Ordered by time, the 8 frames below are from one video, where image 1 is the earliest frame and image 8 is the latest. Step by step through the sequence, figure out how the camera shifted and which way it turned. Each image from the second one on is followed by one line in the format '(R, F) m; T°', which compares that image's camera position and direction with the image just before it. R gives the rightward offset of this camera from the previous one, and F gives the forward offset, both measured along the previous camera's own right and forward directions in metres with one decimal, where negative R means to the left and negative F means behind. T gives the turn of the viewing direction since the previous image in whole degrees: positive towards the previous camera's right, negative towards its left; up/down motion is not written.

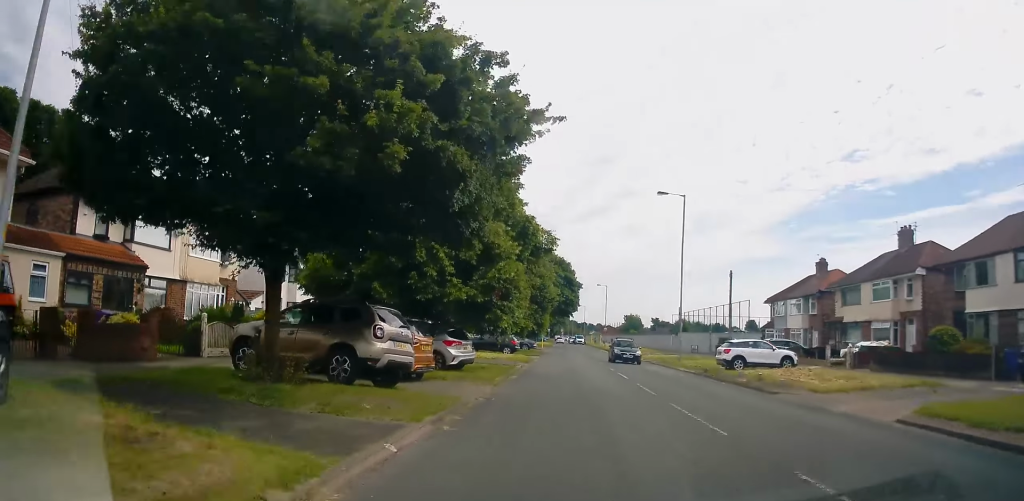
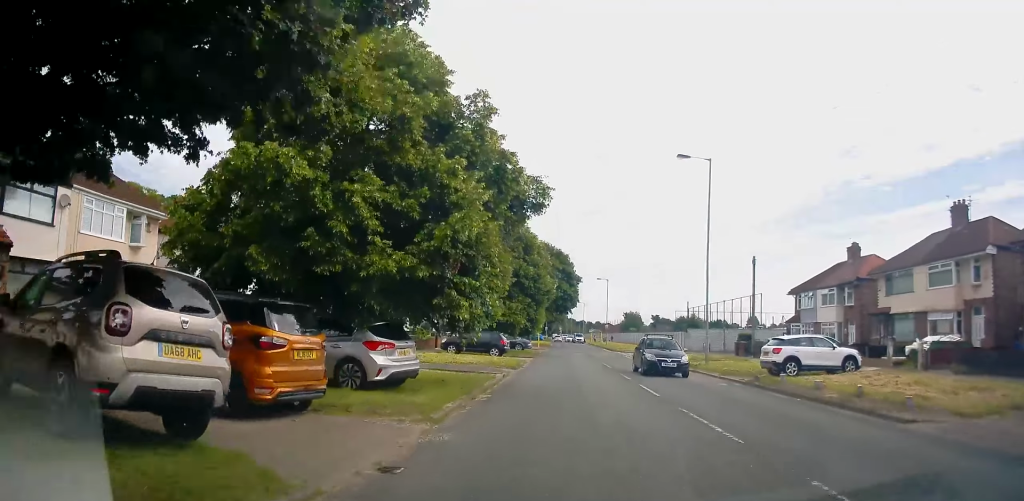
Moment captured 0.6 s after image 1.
(-0.1, +6.9) m; 0°
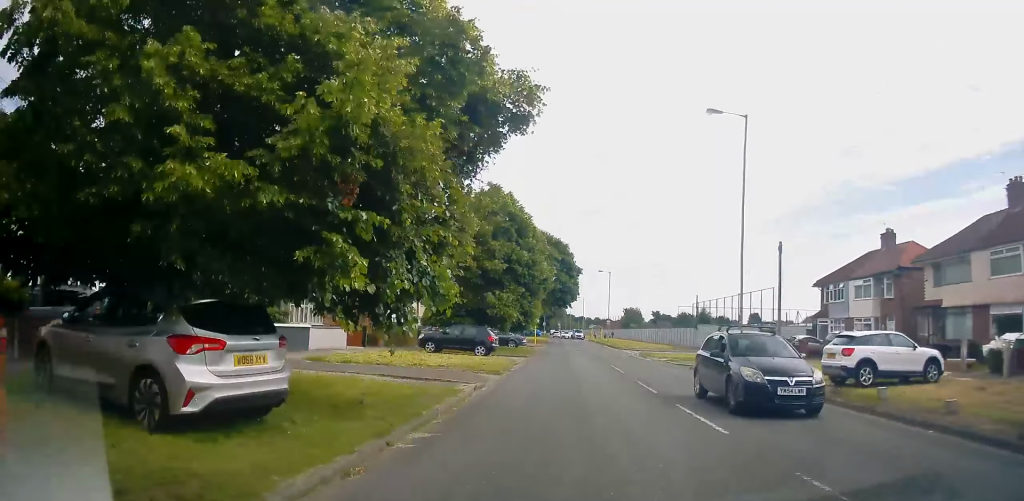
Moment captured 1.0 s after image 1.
(-0.1, +5.7) m; +1°
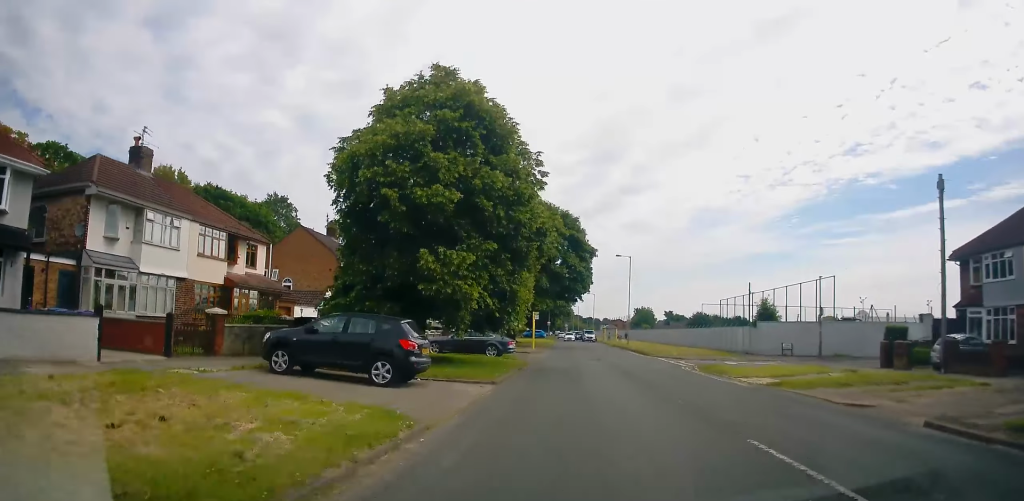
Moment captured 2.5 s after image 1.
(+0.3, +17.9) m; 0°
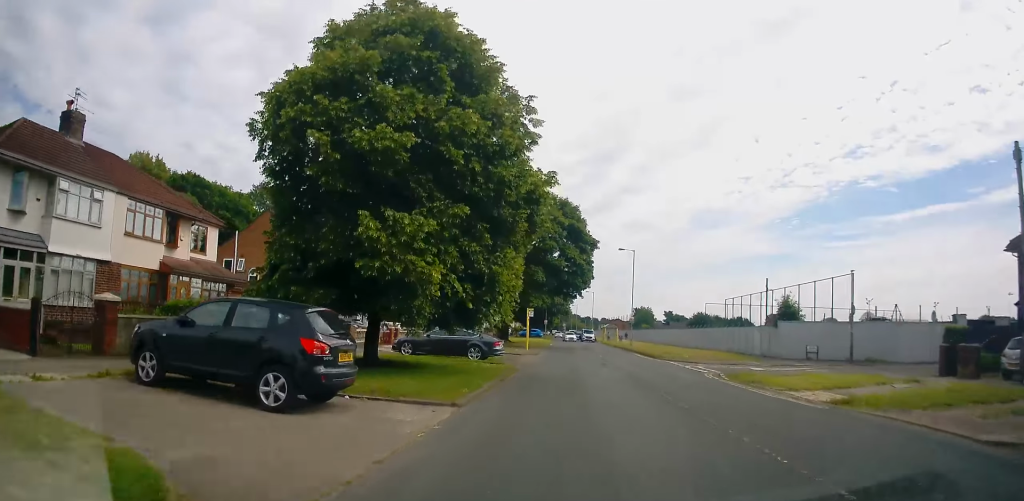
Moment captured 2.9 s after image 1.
(-0.3, +5.2) m; +1°
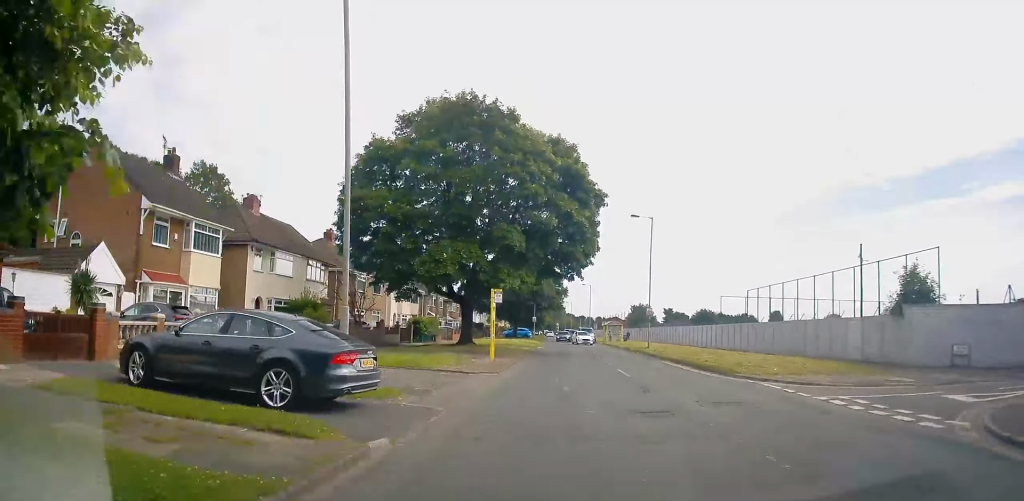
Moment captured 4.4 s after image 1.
(+0.7, +17.3) m; +2°
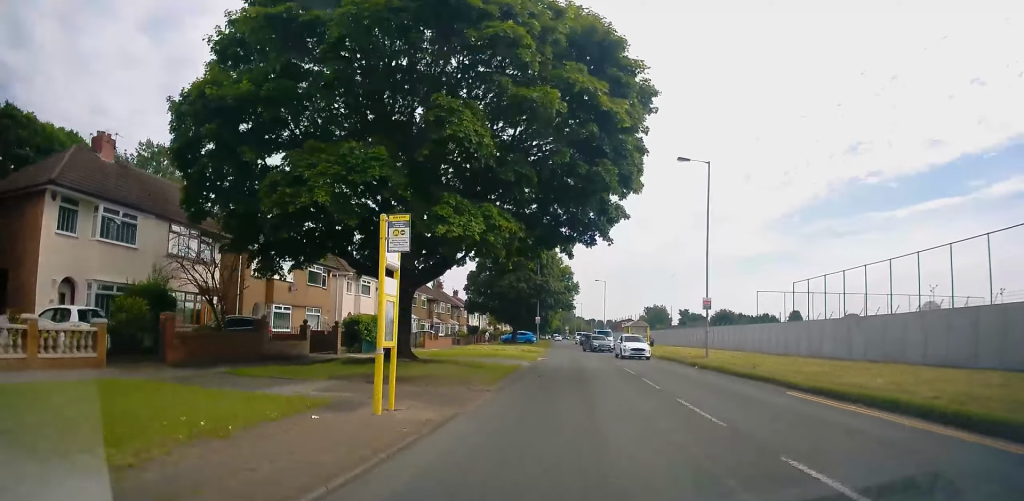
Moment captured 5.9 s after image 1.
(-0.8, +16.1) m; -3°
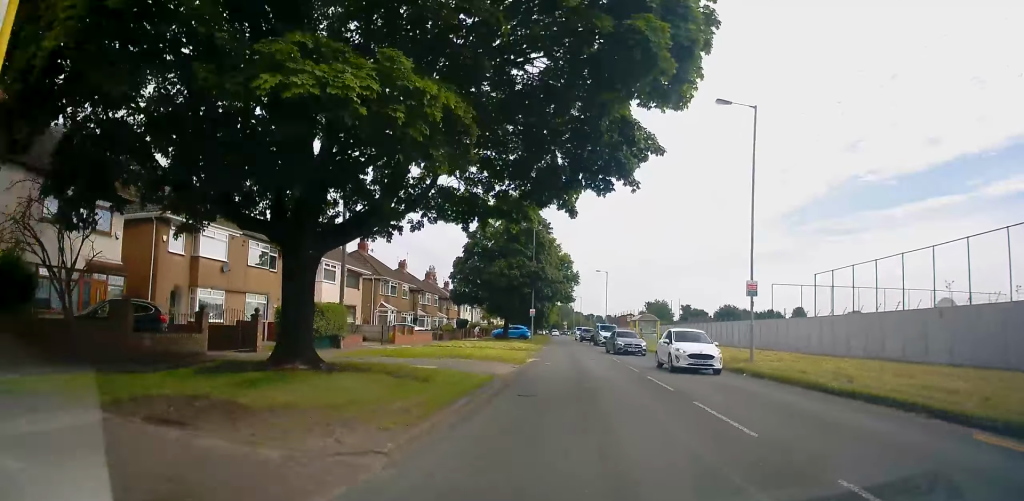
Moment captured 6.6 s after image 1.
(-0.1, +7.7) m; 0°
